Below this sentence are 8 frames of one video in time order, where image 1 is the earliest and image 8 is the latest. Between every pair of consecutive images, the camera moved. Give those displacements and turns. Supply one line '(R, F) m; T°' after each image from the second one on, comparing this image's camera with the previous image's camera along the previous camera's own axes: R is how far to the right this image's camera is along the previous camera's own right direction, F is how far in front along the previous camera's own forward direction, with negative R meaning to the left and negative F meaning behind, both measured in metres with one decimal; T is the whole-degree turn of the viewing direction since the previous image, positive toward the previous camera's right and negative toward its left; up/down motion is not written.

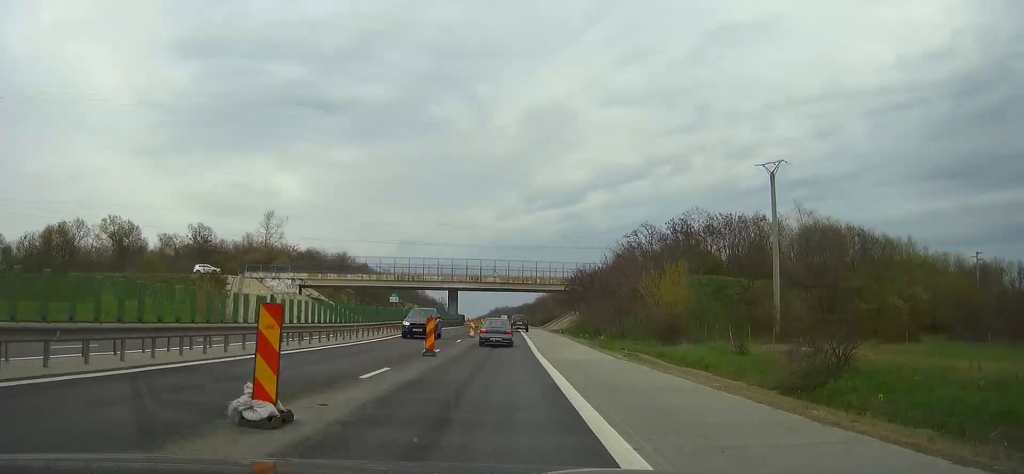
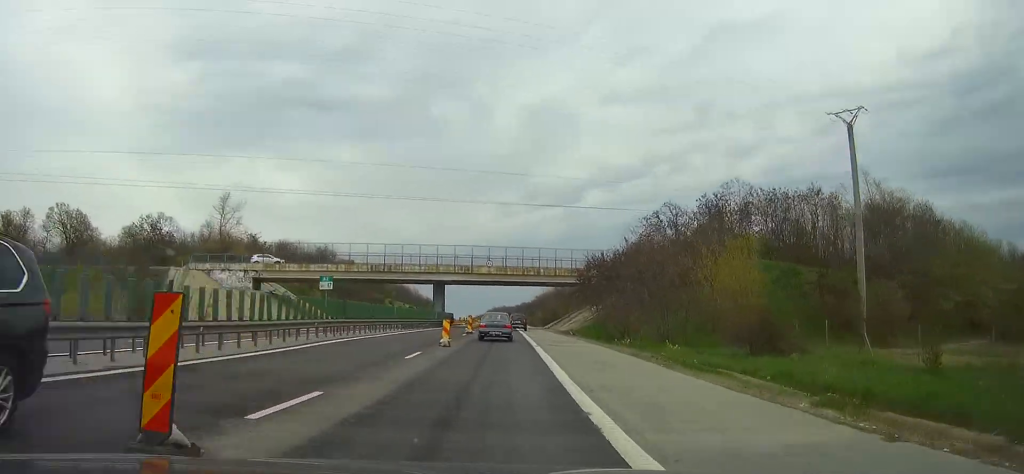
(0.0, +18.4) m; 0°
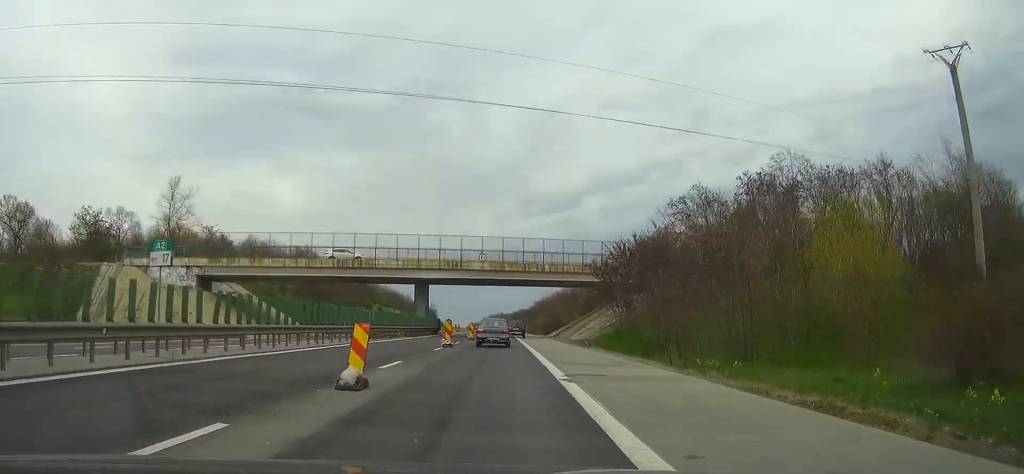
(0.0, +15.8) m; 0°
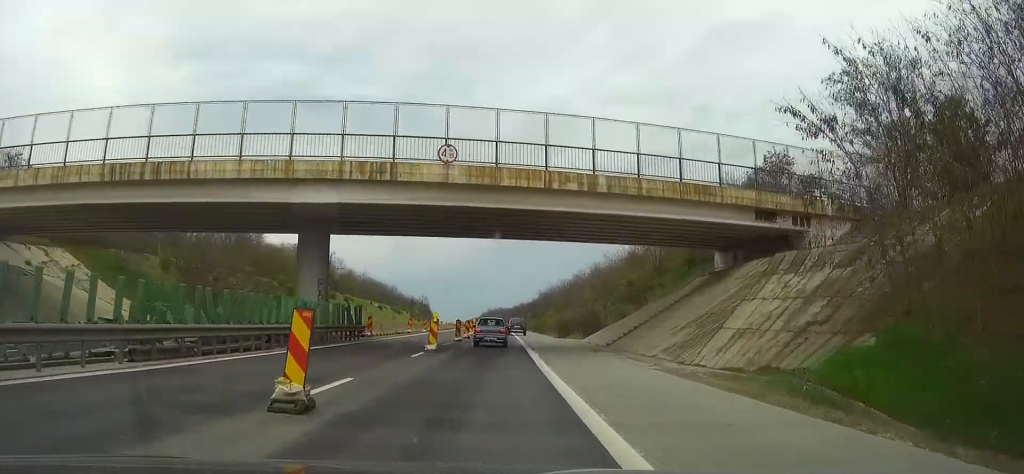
(0.0, +42.2) m; 0°
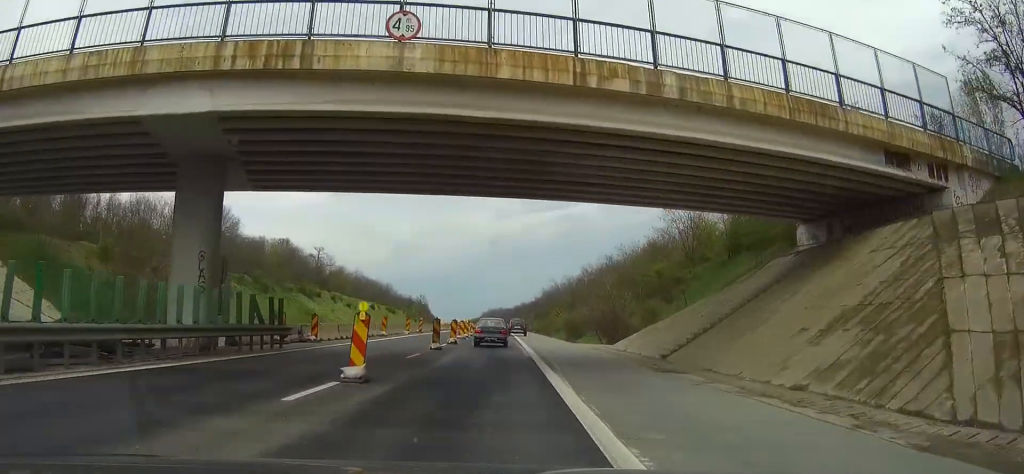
(0.0, +13.2) m; 0°
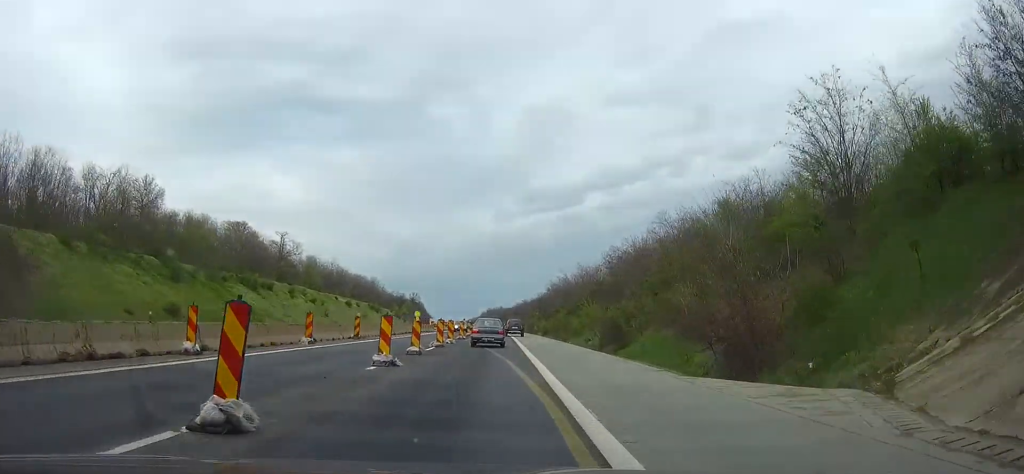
(0.0, +30.0) m; 0°
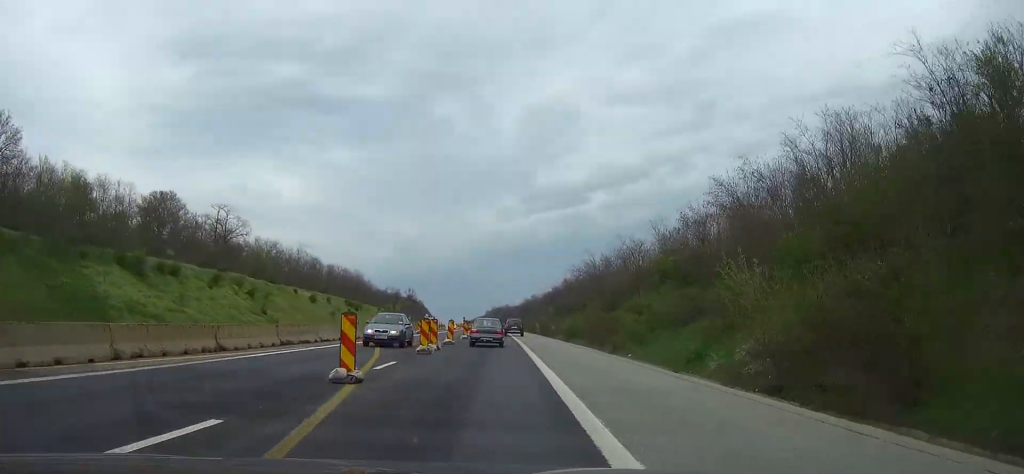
(-0.2, +36.2) m; 0°
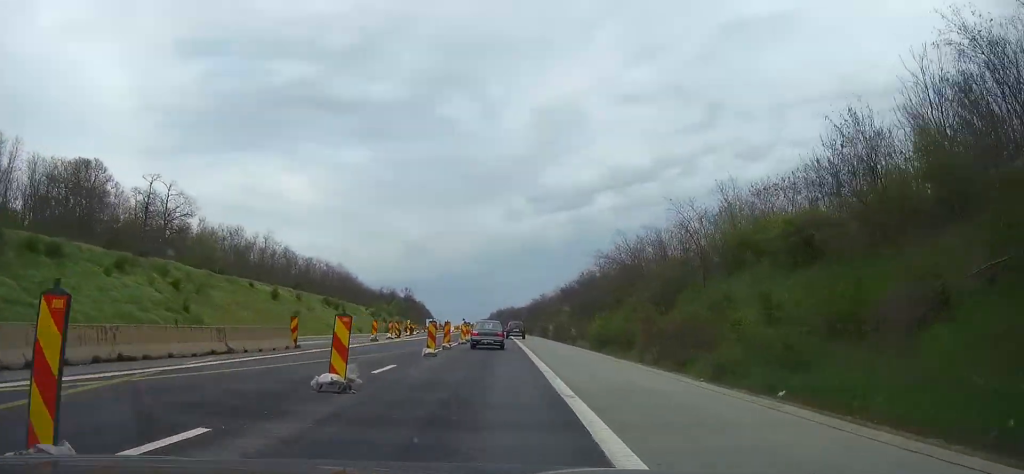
(0.0, +24.8) m; 0°
